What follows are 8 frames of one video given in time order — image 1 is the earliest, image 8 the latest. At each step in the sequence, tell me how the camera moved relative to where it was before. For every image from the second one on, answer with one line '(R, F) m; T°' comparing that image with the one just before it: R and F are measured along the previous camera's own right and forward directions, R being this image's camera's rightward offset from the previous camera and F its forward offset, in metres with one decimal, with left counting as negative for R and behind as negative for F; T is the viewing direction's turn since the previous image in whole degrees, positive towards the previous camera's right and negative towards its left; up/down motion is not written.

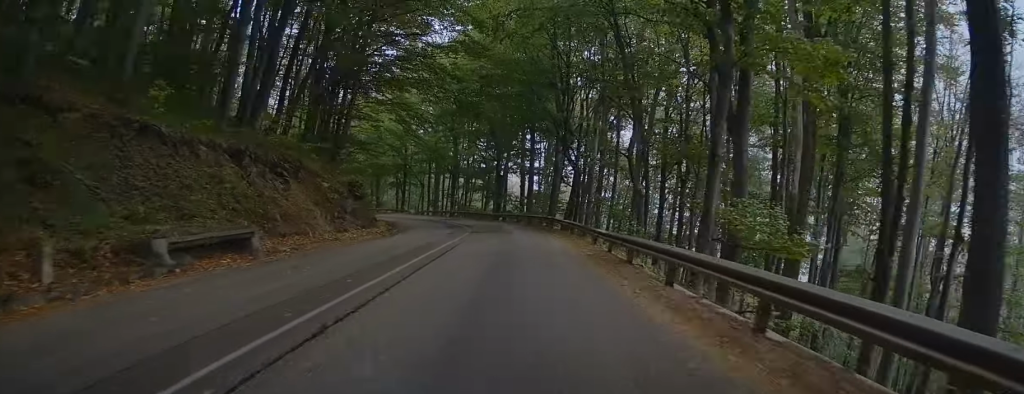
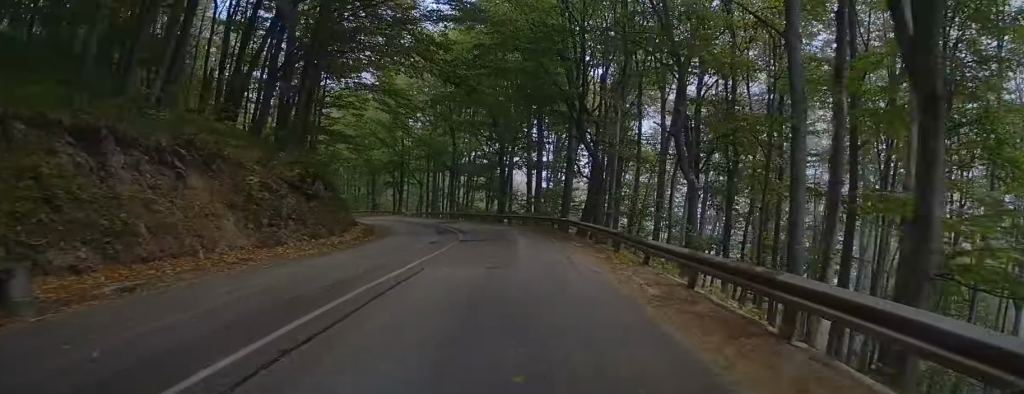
(-0.2, +8.1) m; -1°
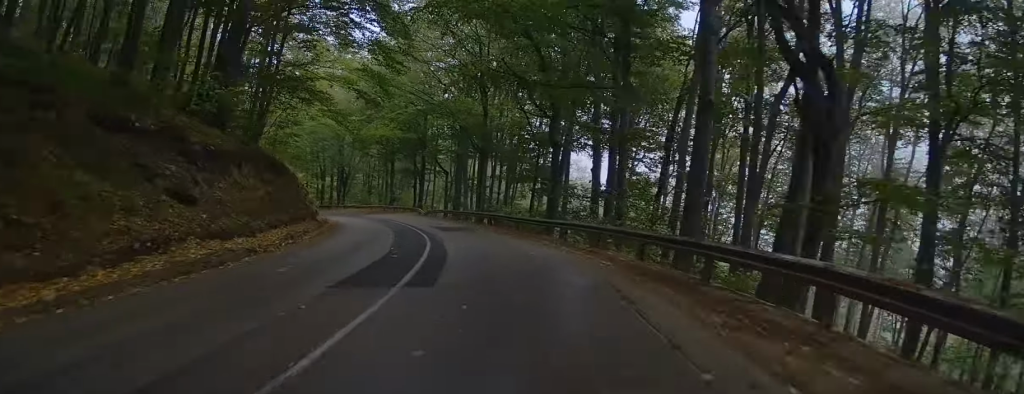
(-0.2, +20.9) m; -2°
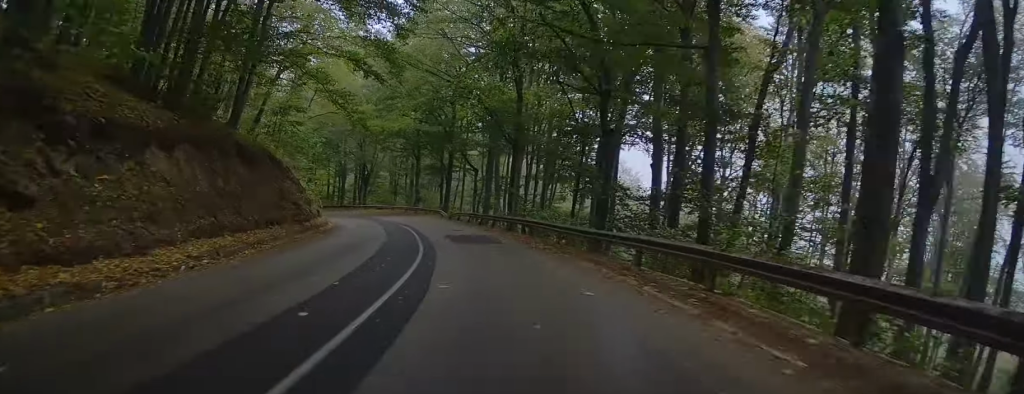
(+0.1, +7.6) m; -2°
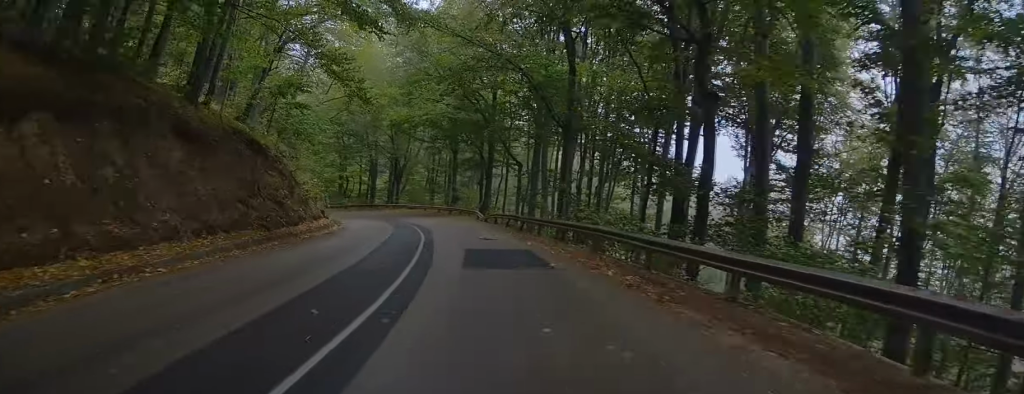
(-0.3, +8.3) m; -4°
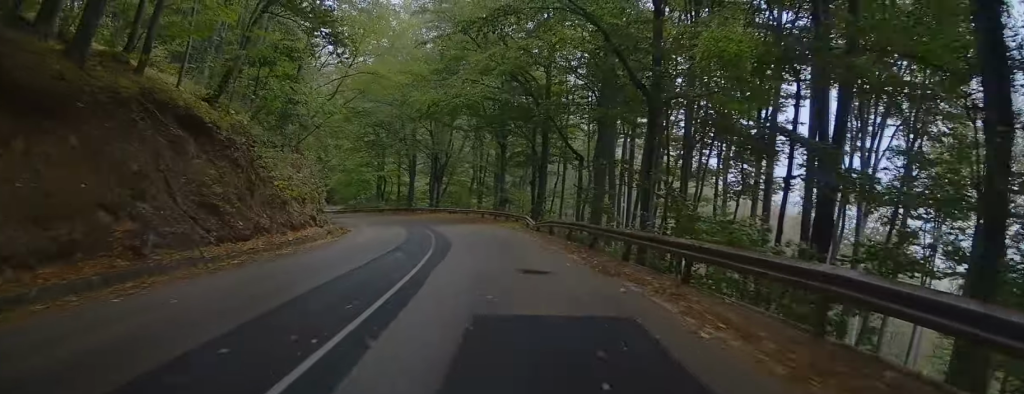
(-0.3, +9.7) m; -5°
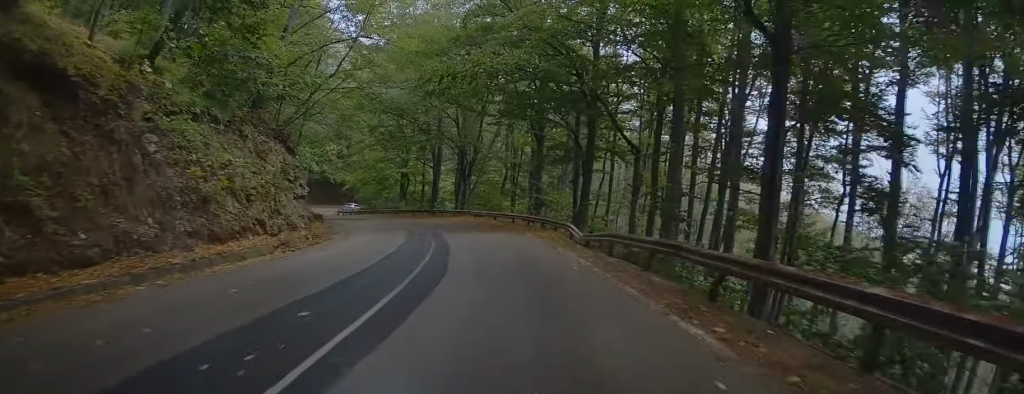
(-0.2, +8.4) m; -4°
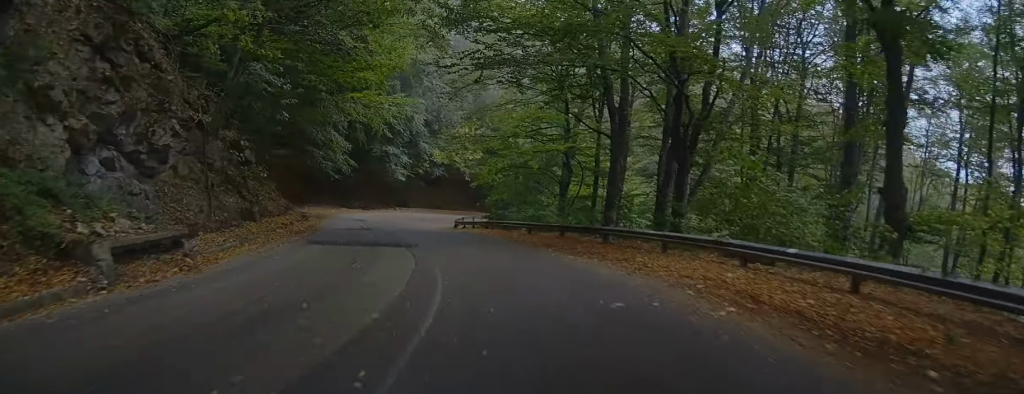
(-3.9, +31.3) m; -14°
